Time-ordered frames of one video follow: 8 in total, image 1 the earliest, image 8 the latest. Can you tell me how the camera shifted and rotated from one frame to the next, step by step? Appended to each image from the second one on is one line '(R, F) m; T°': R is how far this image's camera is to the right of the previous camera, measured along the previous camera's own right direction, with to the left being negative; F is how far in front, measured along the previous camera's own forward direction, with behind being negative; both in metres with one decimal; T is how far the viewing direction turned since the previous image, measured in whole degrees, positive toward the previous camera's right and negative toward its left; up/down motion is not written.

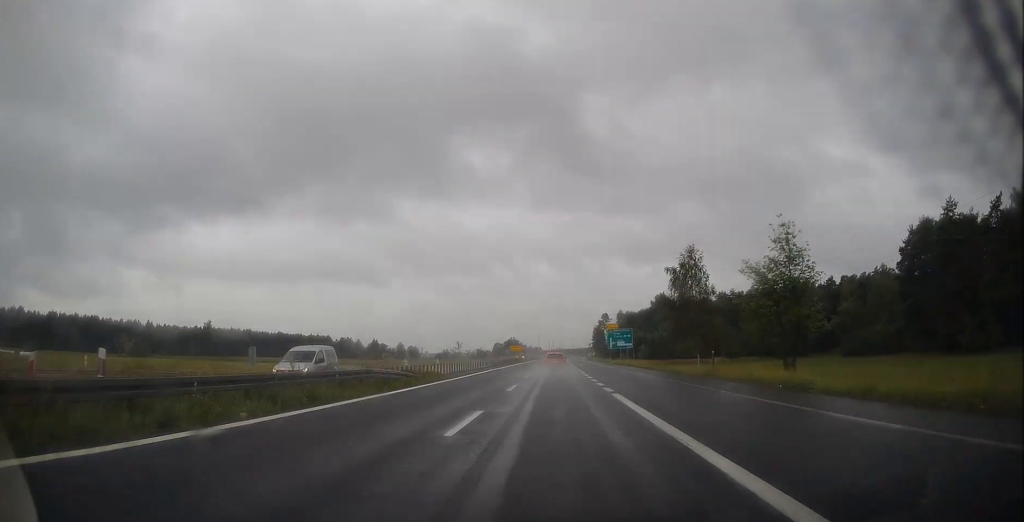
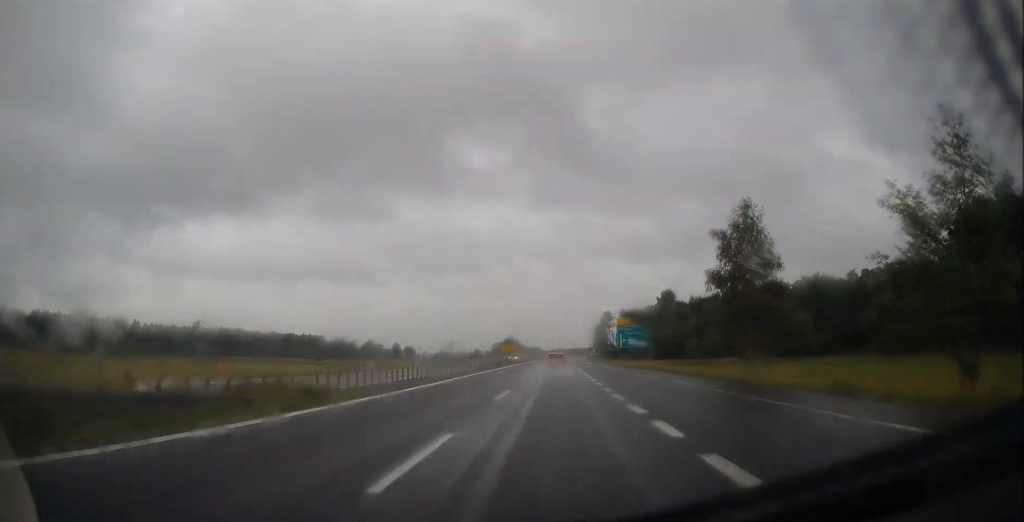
(0.0, +15.9) m; 0°
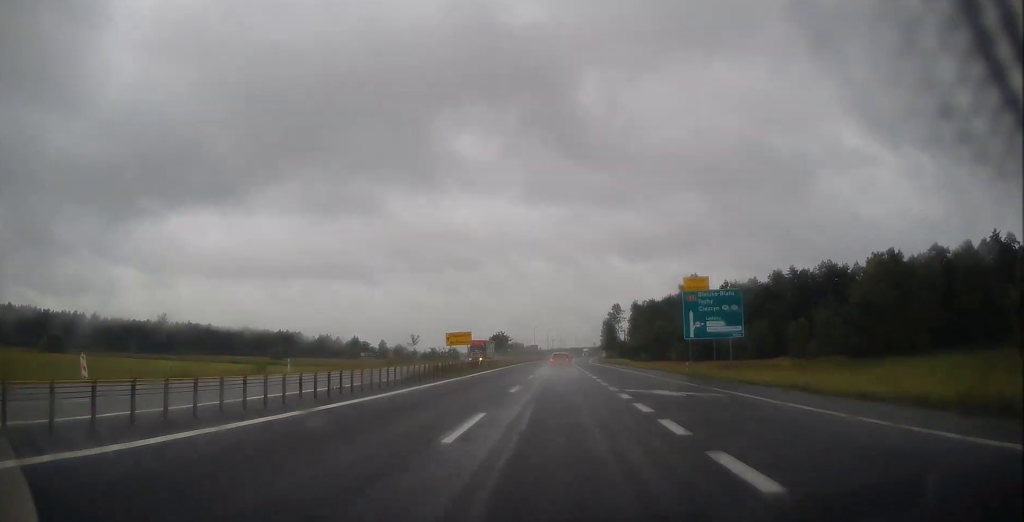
(+0.2, +44.6) m; 0°
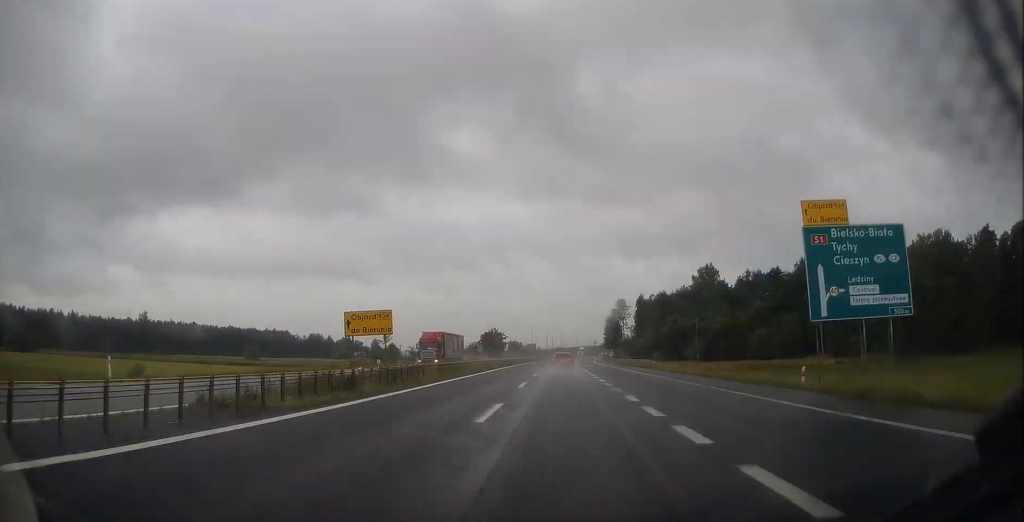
(-0.2, +21.3) m; 0°
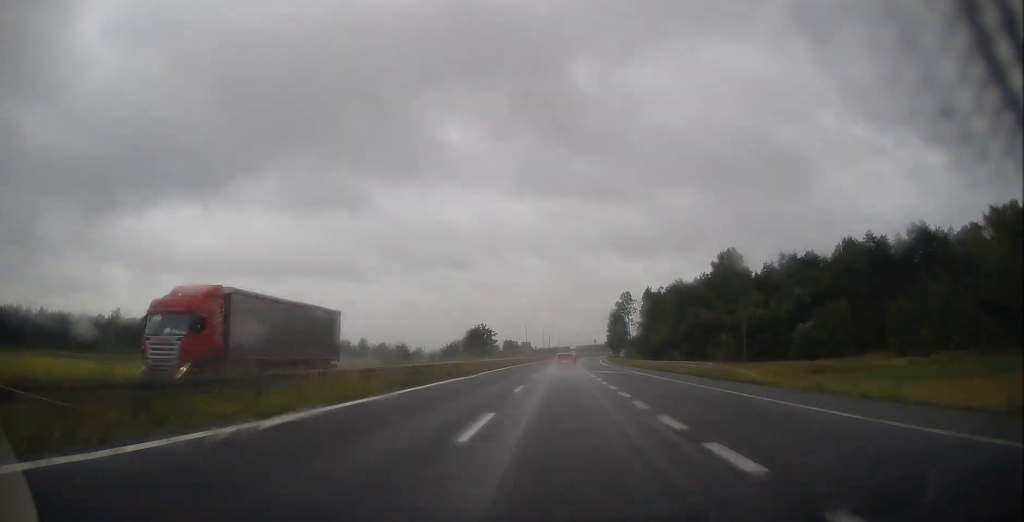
(0.0, +26.5) m; 0°
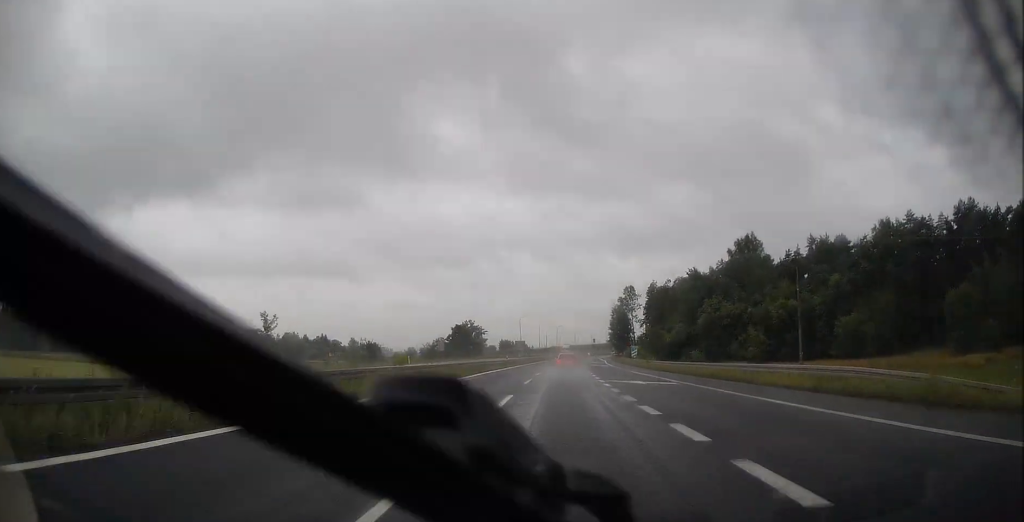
(0.0, +18.0) m; 0°
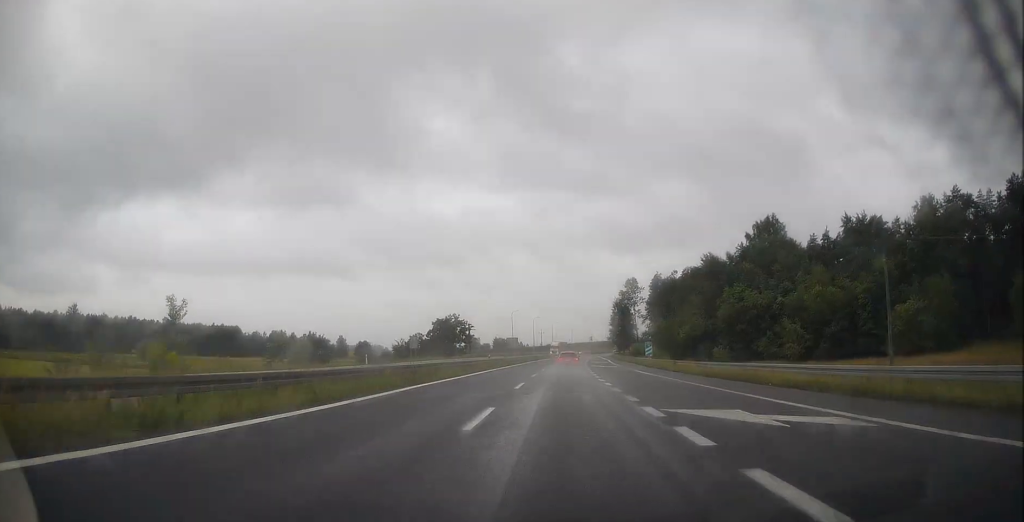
(+0.1, +17.0) m; 0°
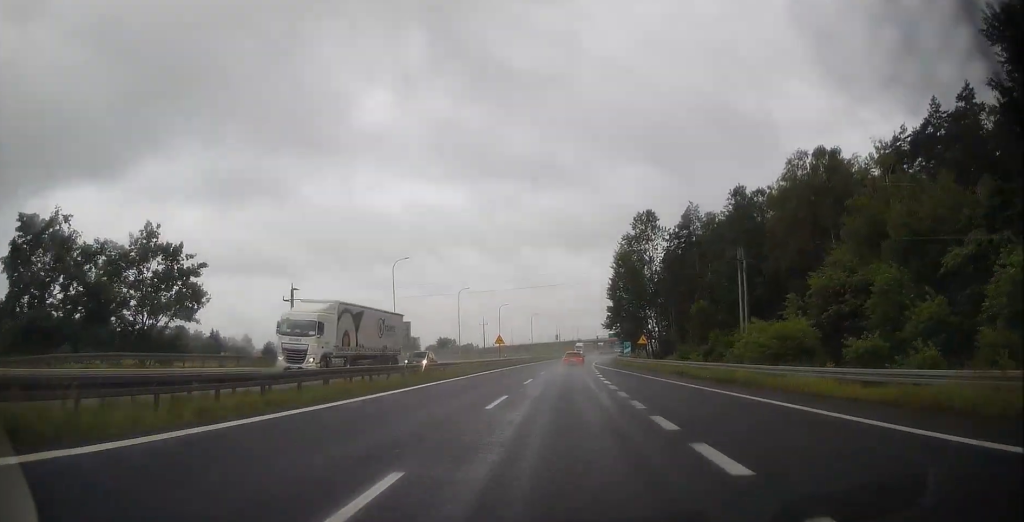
(+1.9, +92.5) m; +3°
